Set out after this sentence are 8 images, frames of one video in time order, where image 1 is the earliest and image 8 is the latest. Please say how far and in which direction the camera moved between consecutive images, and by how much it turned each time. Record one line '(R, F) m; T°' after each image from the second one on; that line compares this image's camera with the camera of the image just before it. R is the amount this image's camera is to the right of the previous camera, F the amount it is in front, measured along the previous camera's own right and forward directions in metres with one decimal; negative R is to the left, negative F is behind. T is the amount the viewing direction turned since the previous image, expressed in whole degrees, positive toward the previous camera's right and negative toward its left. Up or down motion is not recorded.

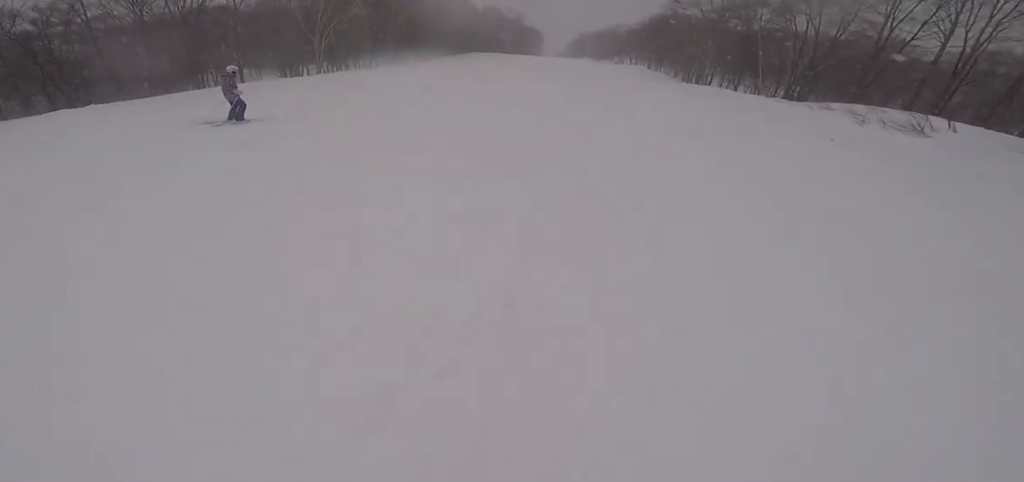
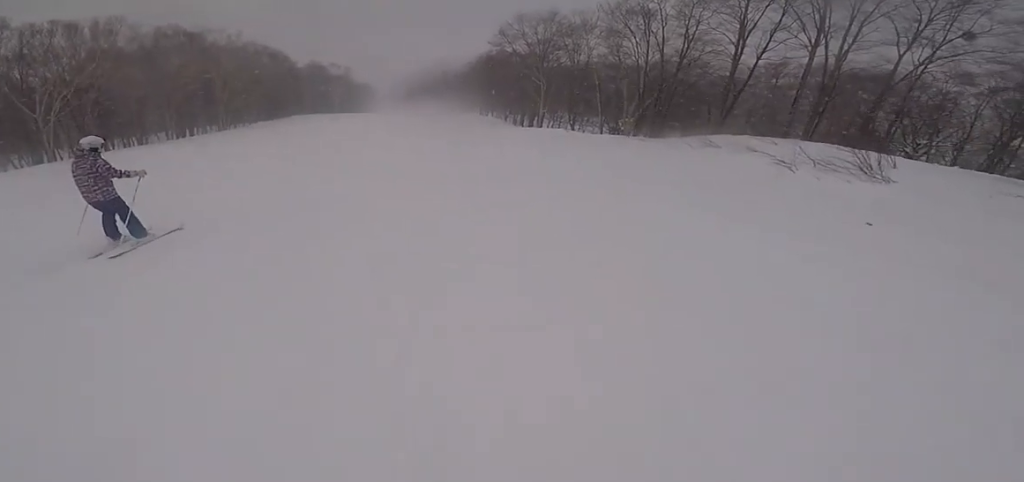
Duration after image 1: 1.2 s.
(+2.0, +11.5) m; +8°
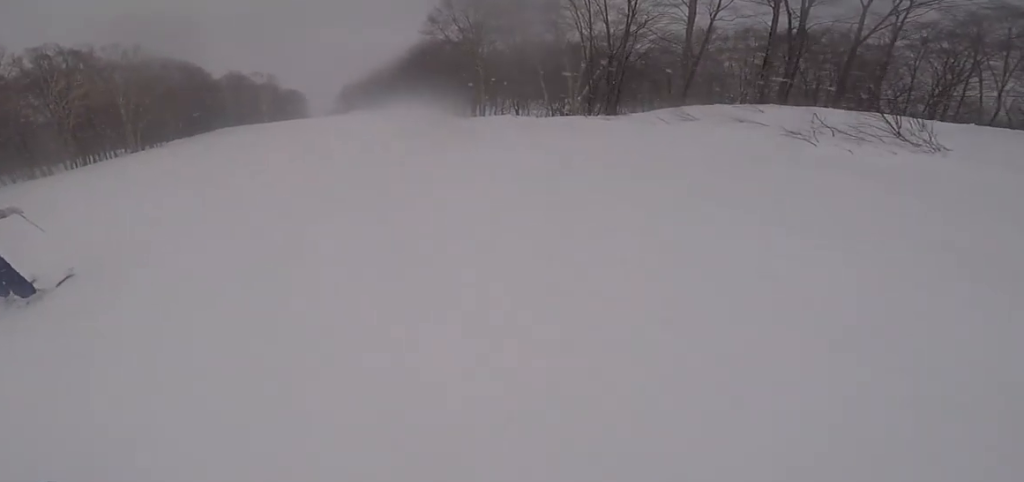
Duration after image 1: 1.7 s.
(+0.1, +4.8) m; -3°
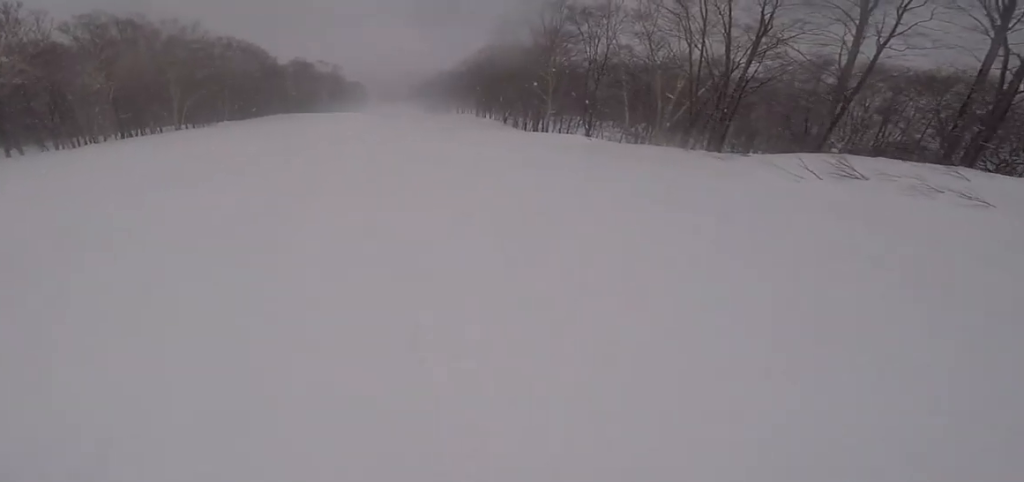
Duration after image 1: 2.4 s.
(-0.3, +6.1) m; -4°
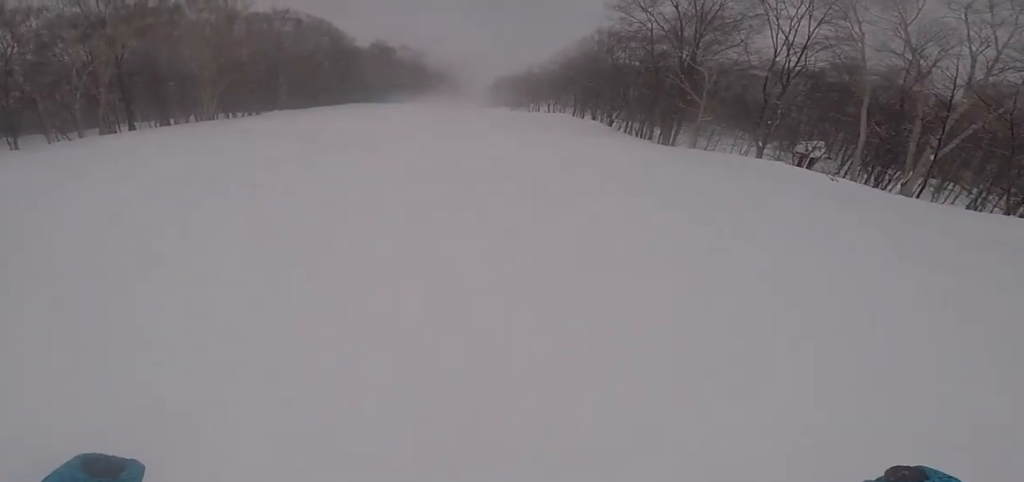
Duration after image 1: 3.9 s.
(-1.0, +14.6) m; -2°
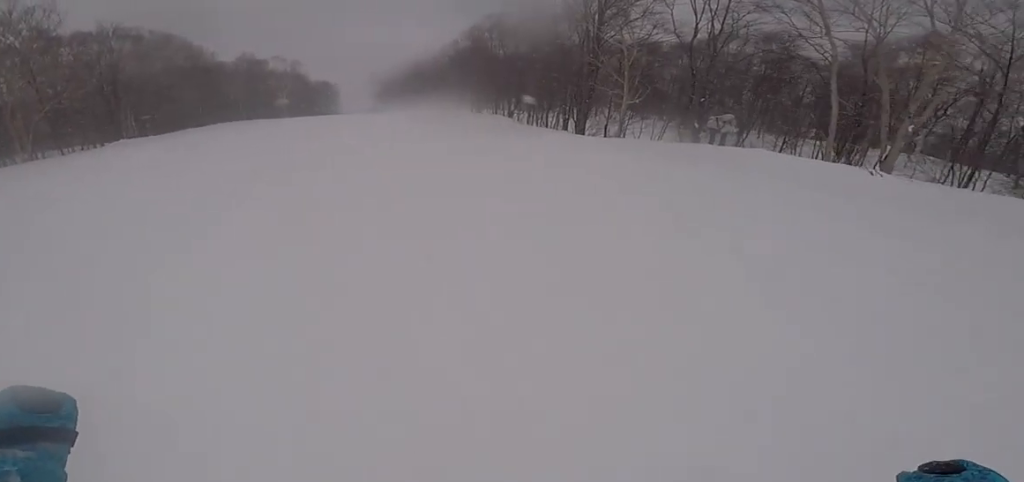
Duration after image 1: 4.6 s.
(+0.2, +6.2) m; 0°
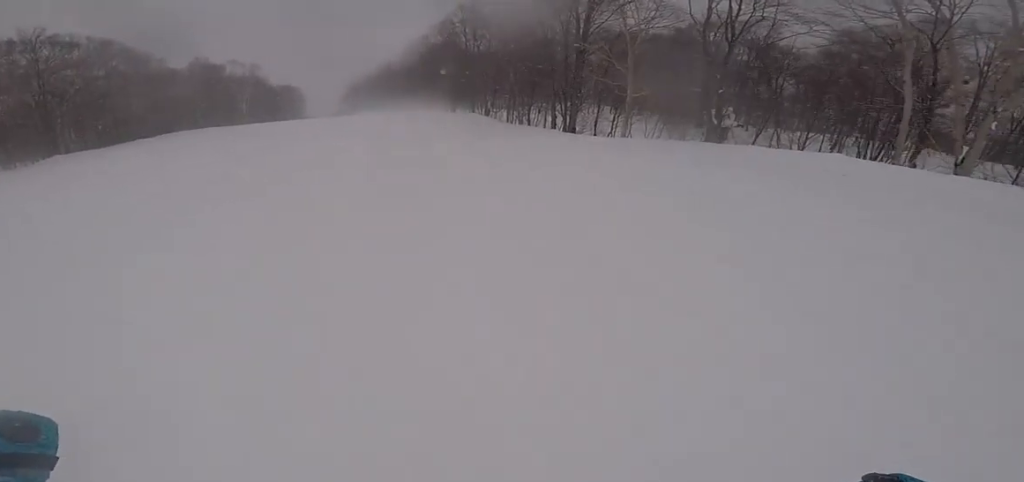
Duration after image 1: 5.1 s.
(+0.1, +4.3) m; 0°
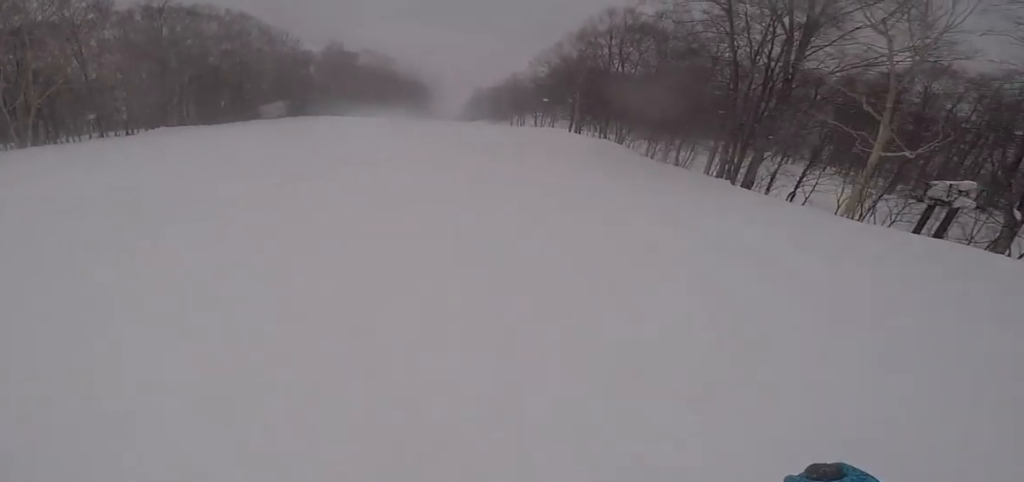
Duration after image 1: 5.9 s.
(-0.3, +7.2) m; 0°
